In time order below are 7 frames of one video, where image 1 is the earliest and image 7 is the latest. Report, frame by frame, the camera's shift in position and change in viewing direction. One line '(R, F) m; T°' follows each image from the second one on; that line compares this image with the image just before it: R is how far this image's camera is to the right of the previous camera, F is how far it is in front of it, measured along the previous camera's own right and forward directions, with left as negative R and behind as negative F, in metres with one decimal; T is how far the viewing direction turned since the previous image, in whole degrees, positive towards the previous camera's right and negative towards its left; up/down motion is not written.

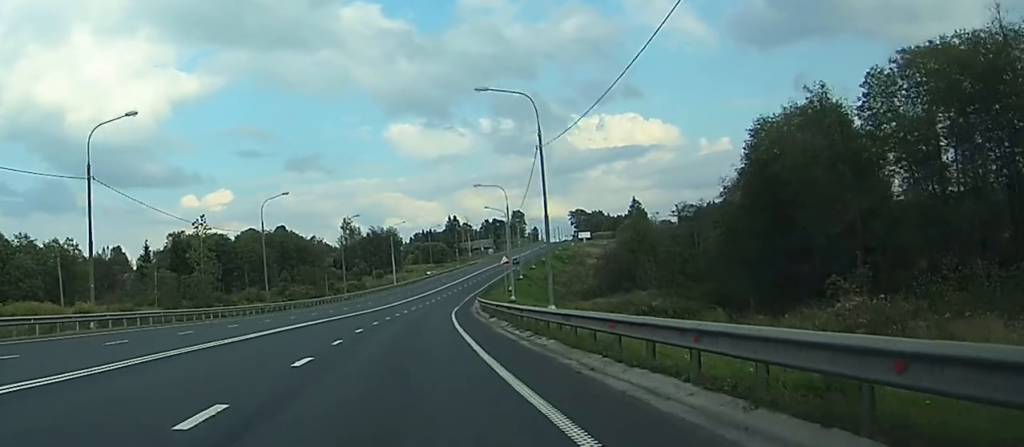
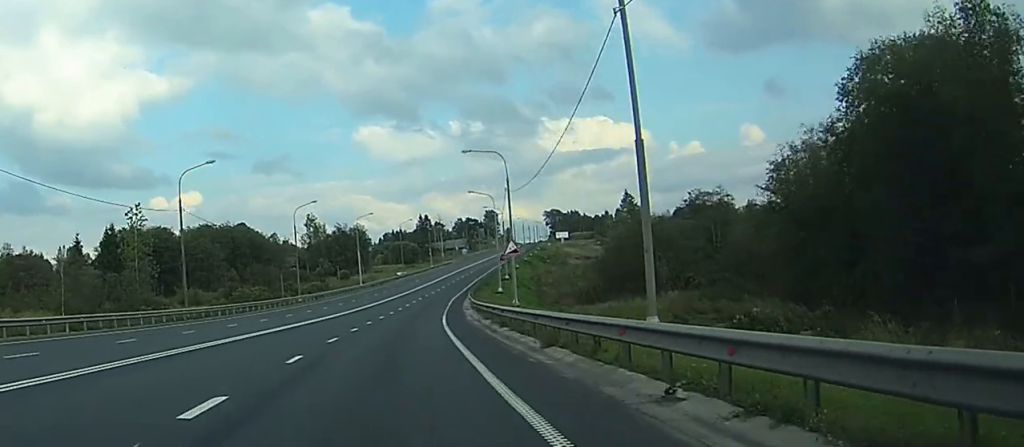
(+0.3, +21.3) m; +2°
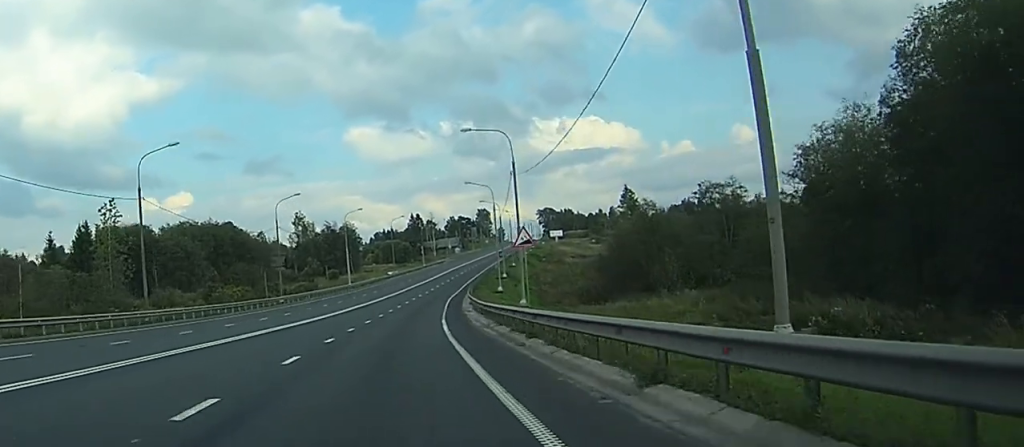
(+0.1, +8.1) m; +1°
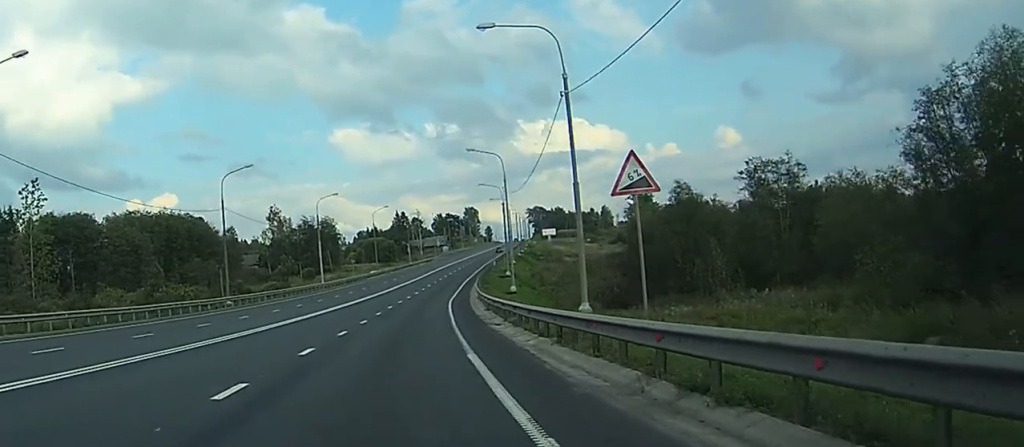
(+0.4, +21.7) m; +2°
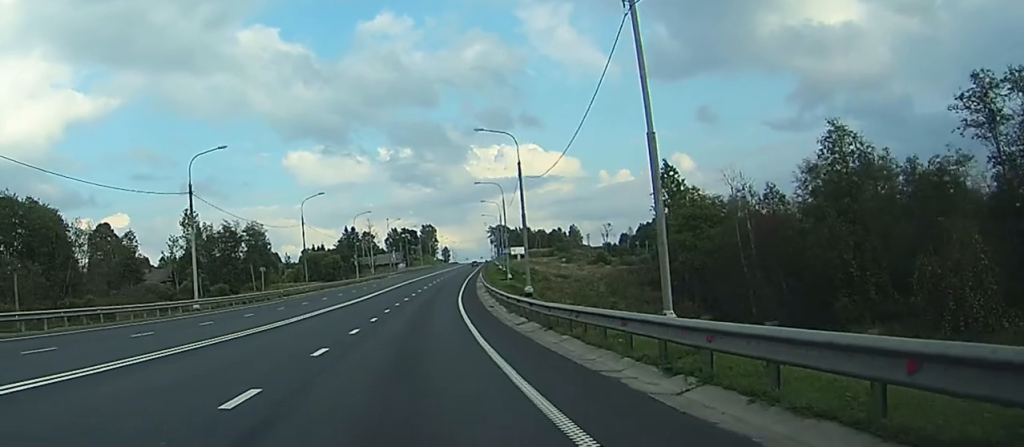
(+1.4, +48.3) m; +3°
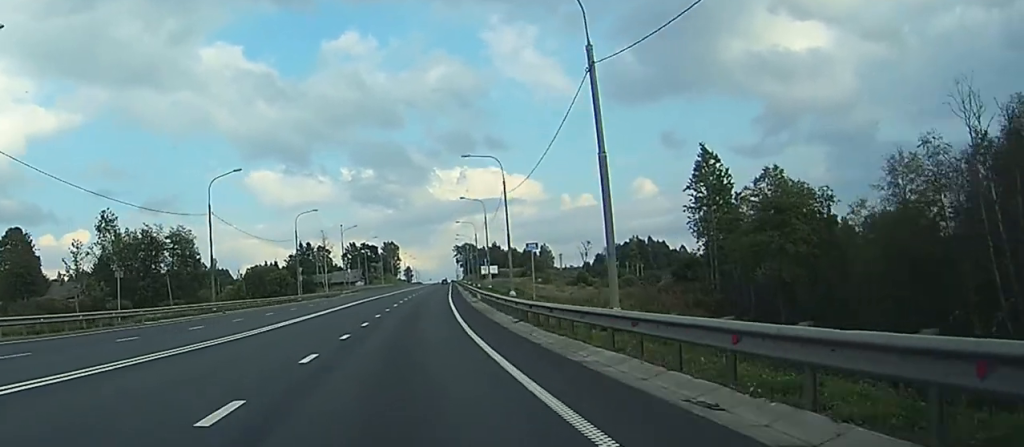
(+0.7, +32.2) m; +3°
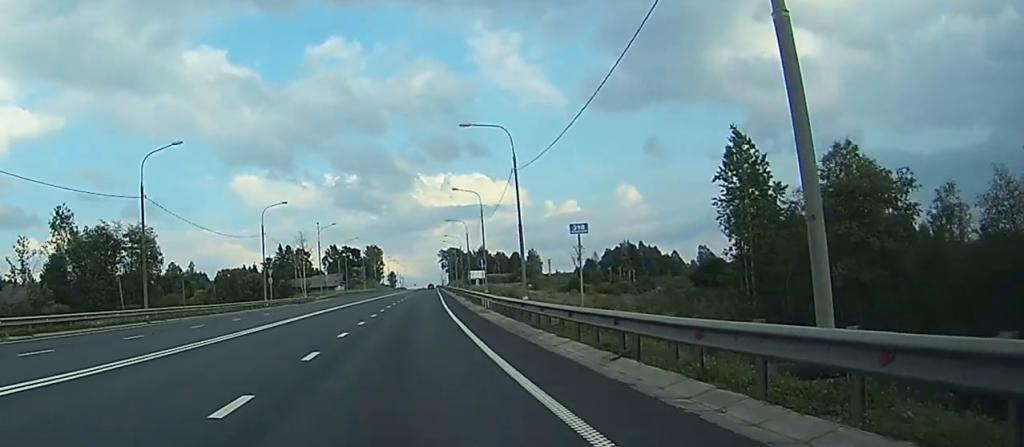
(+0.1, +14.7) m; +1°
